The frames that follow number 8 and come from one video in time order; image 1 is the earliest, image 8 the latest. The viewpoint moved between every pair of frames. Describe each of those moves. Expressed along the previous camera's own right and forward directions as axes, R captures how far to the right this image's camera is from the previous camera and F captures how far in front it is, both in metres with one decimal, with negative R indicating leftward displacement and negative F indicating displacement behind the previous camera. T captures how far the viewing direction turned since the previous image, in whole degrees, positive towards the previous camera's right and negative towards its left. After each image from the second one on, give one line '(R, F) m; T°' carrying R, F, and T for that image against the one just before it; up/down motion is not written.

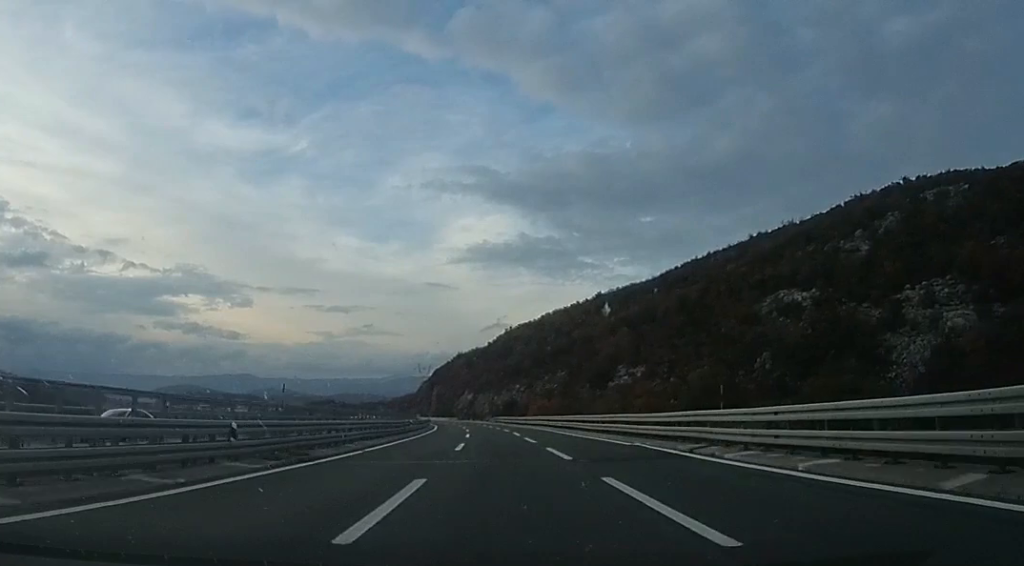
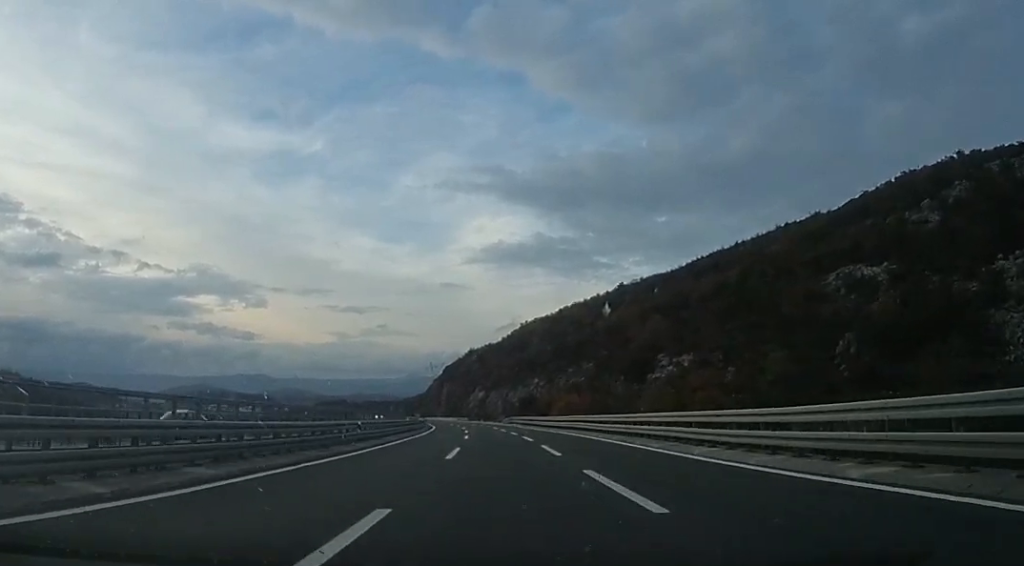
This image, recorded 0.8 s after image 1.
(+0.1, +21.9) m; -2°
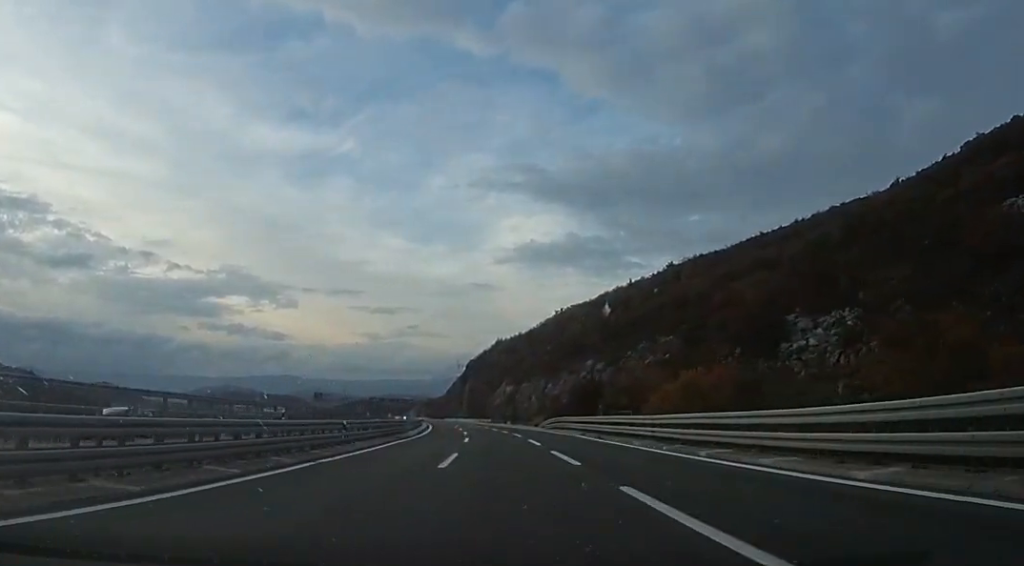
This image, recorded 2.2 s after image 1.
(-0.7, +39.3) m; -1°
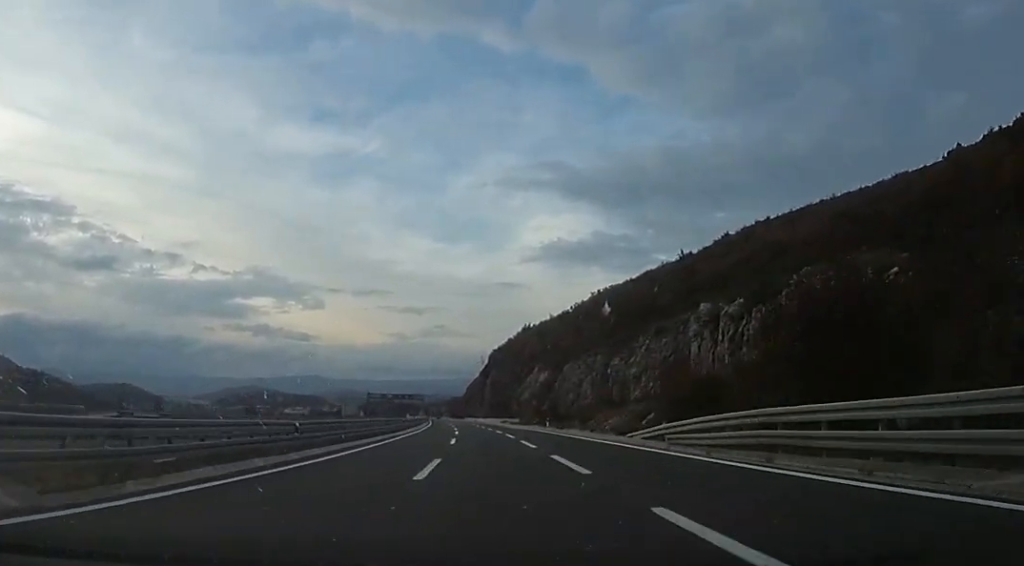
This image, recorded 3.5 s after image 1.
(-0.7, +38.5) m; -4°
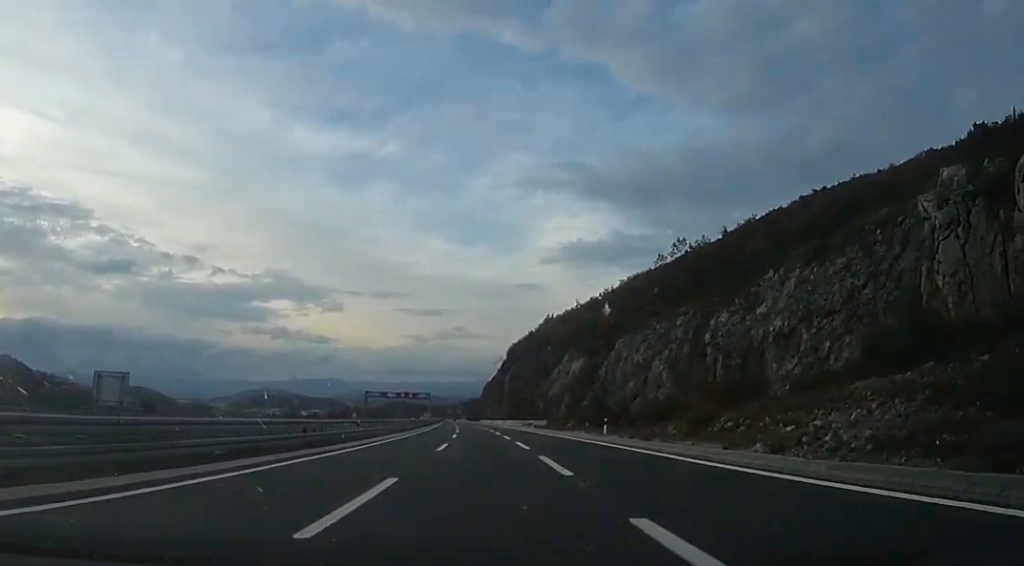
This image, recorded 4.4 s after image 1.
(-0.5, +24.4) m; -2°
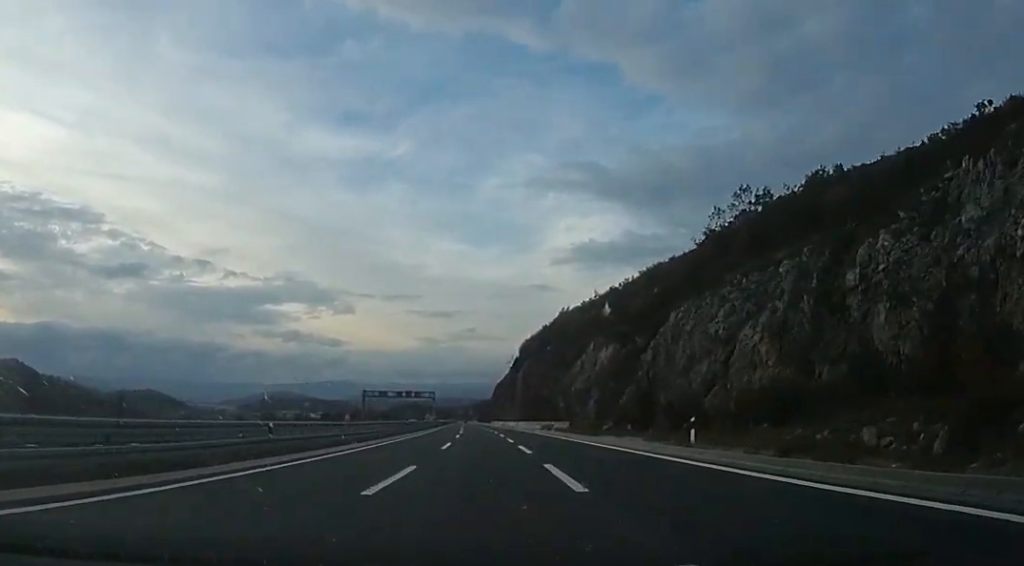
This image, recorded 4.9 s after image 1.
(+0.1, +14.4) m; -1°
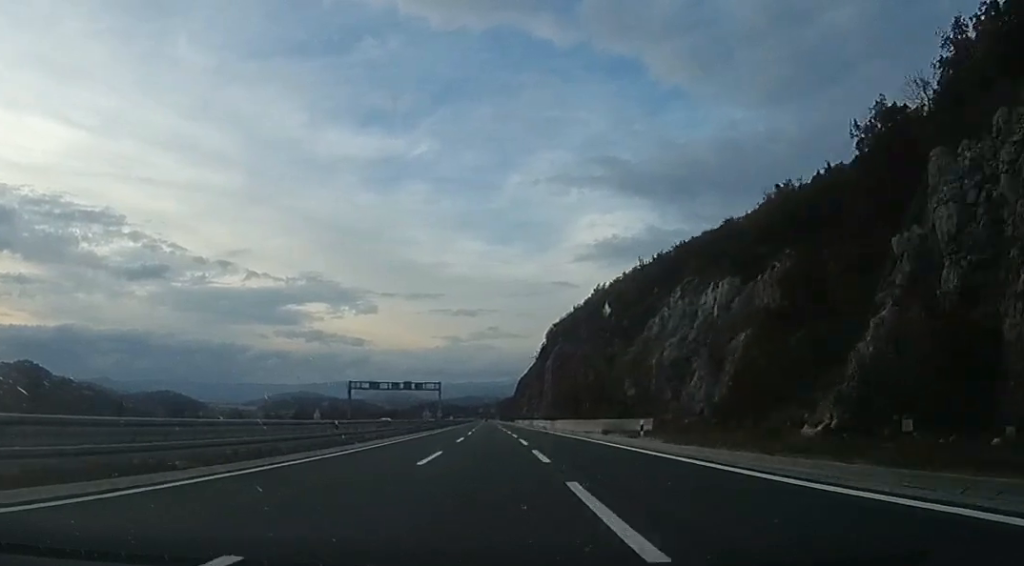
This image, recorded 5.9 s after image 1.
(-0.7, +29.4) m; -4°
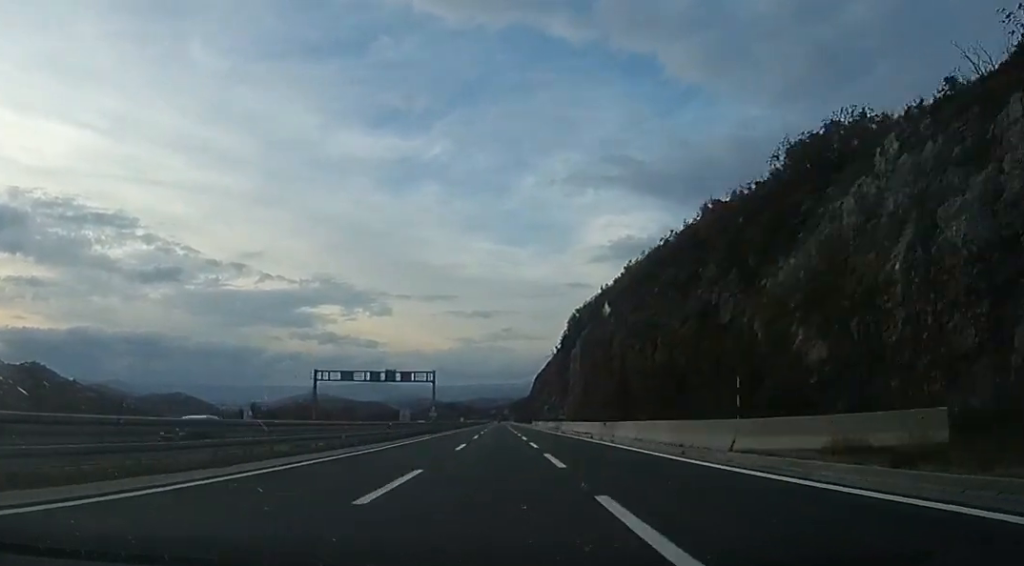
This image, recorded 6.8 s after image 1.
(-1.0, +25.3) m; -1°
